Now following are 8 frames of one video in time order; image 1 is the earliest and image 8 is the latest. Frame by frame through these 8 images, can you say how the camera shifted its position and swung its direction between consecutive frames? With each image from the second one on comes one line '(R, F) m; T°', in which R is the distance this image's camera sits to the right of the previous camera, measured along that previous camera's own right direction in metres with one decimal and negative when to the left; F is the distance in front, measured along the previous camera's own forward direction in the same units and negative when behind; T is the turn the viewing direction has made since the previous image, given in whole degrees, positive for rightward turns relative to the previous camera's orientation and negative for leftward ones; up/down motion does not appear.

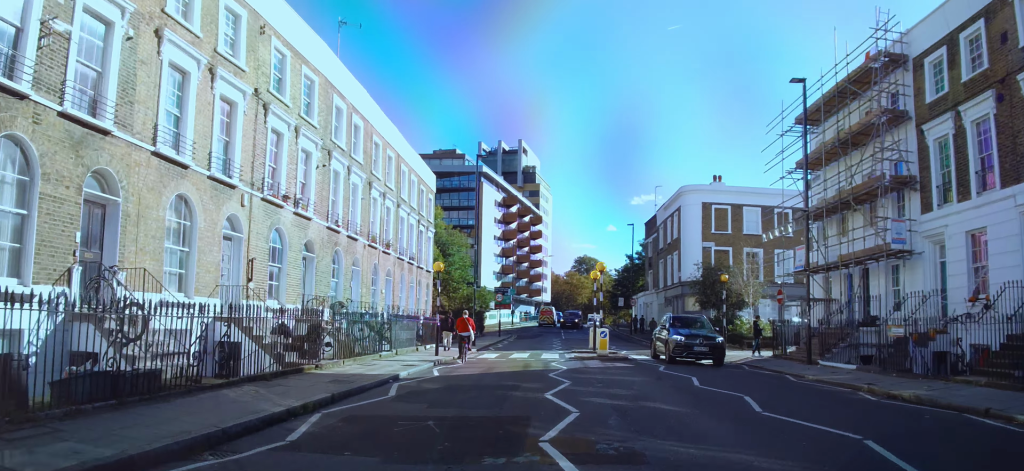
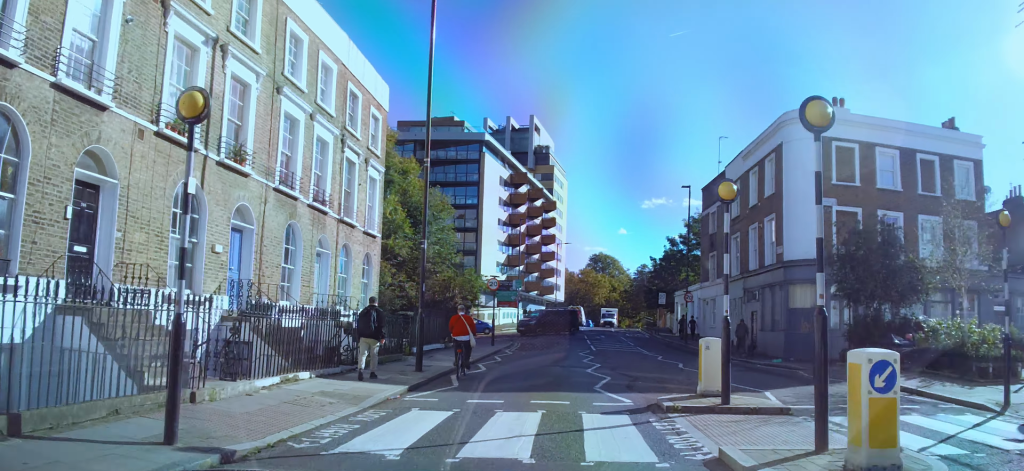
(+0.5, +18.5) m; +2°
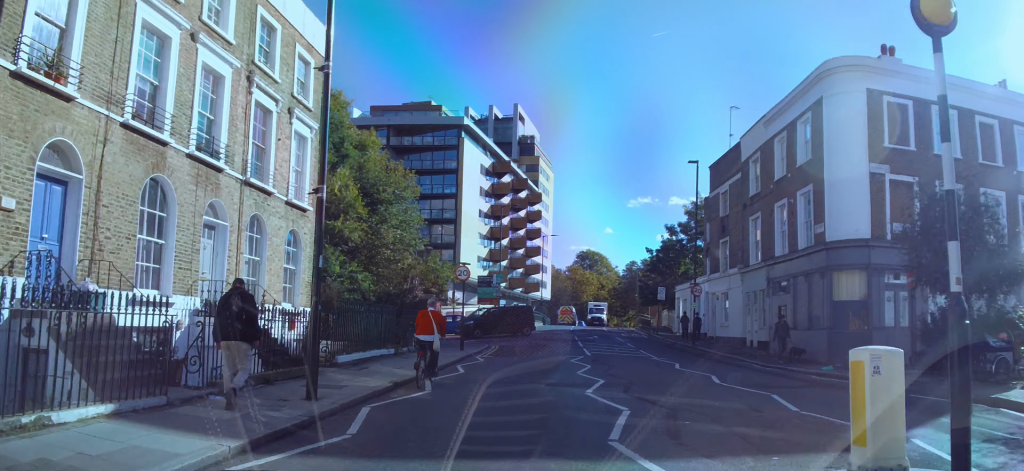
(+0.2, +6.6) m; 0°
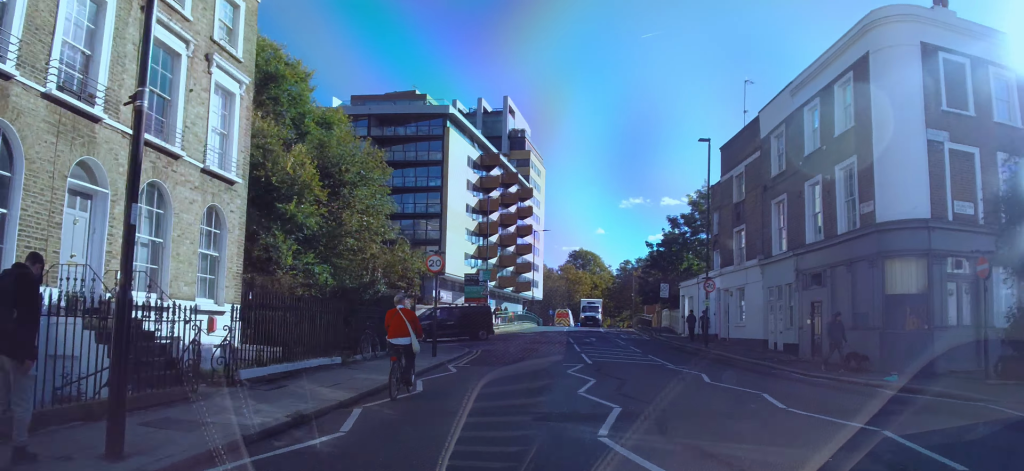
(0.0, +4.6) m; 0°
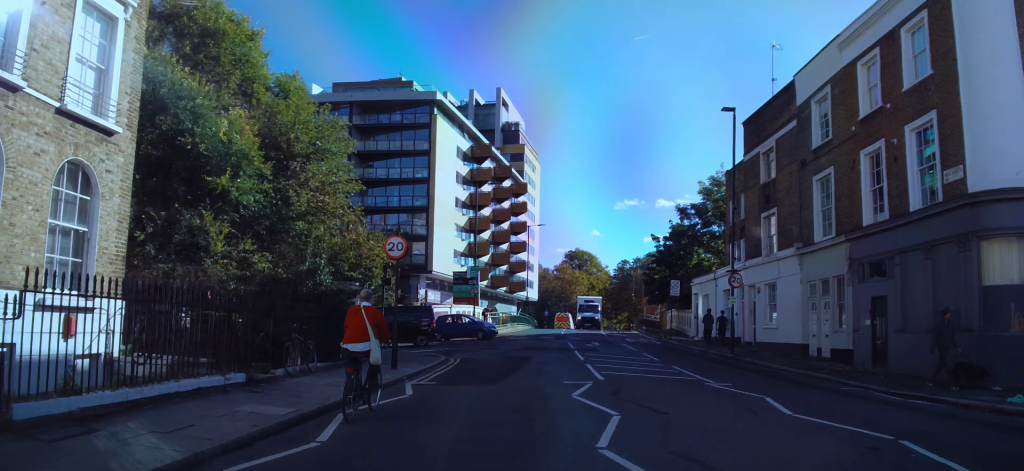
(-0.1, +5.2) m; 0°
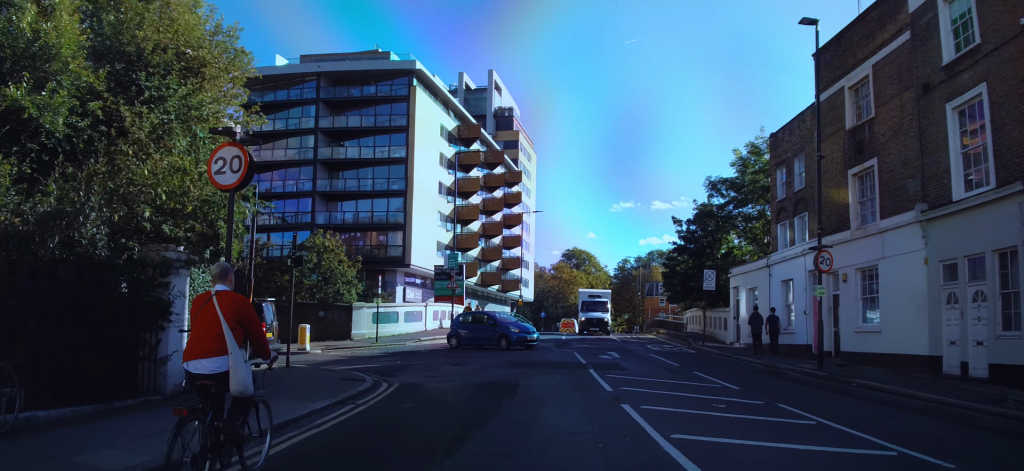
(+0.1, +7.4) m; 0°
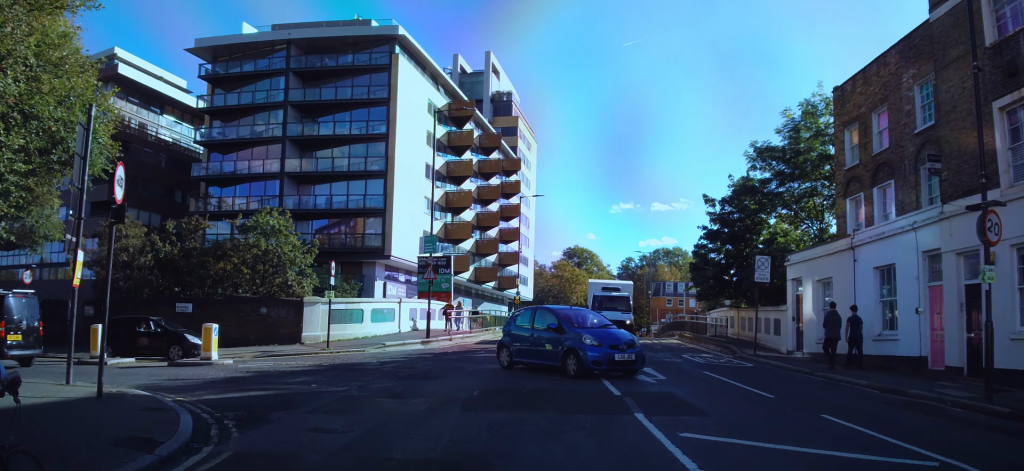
(0.0, +5.8) m; 0°
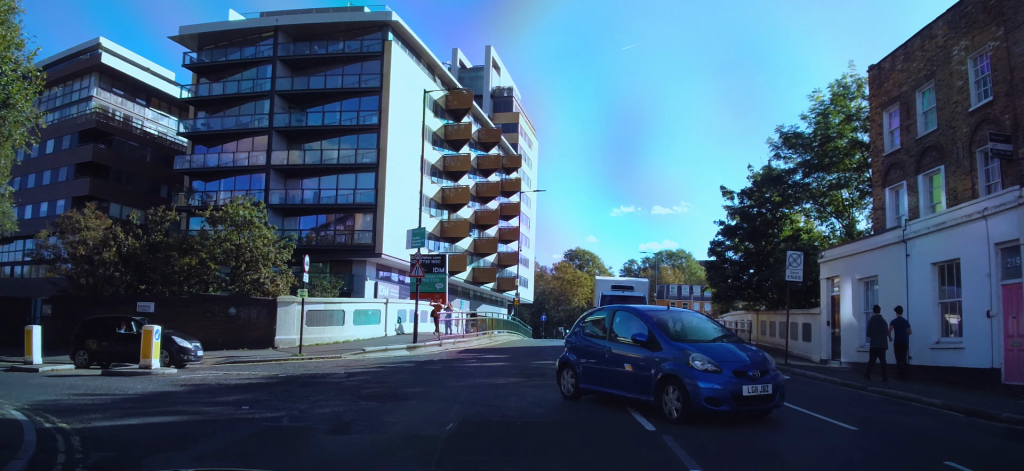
(-0.1, +2.6) m; 0°
